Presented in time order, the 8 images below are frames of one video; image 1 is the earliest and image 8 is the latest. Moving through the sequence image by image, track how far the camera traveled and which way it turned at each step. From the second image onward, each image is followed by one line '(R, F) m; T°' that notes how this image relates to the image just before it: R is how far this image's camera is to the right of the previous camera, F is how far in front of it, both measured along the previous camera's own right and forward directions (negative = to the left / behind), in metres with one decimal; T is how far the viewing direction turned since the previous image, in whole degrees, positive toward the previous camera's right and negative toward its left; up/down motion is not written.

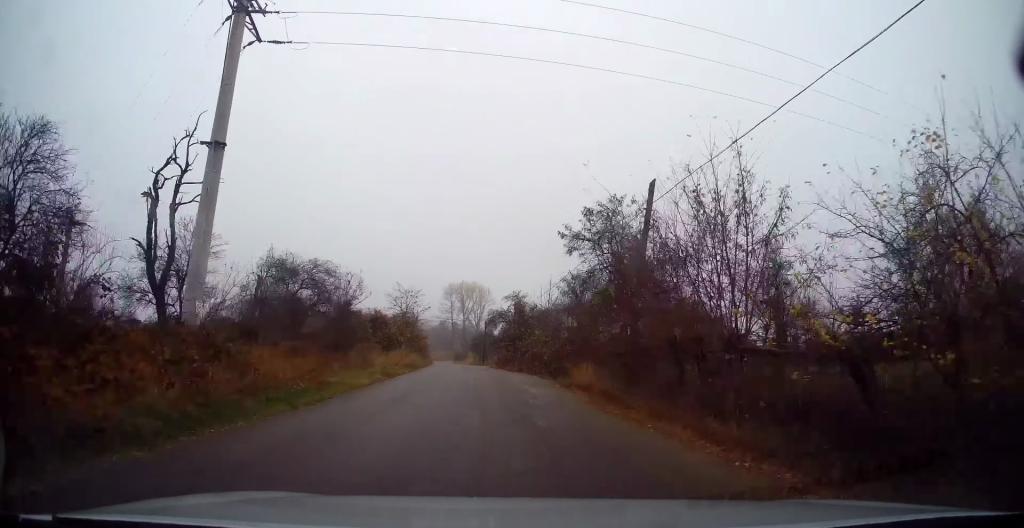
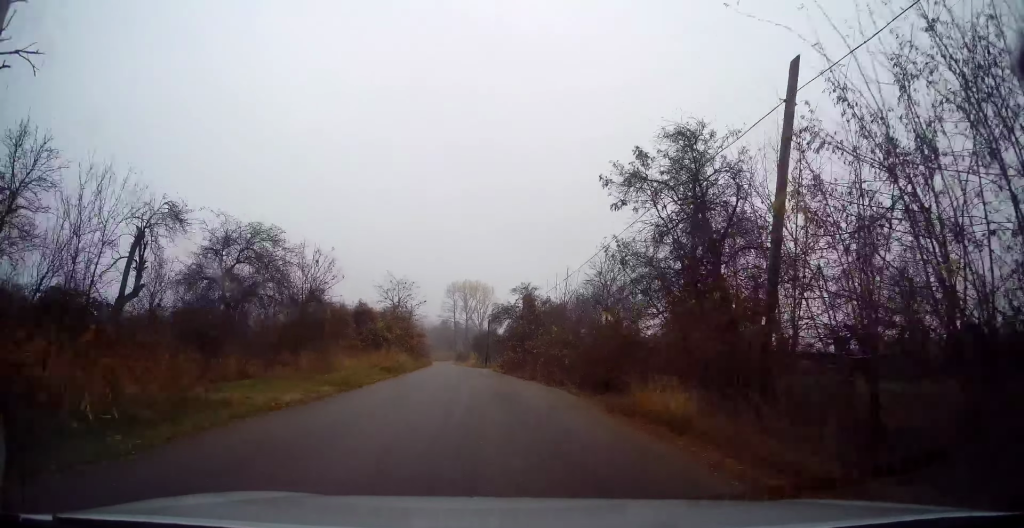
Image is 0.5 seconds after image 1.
(0.0, +7.2) m; -1°
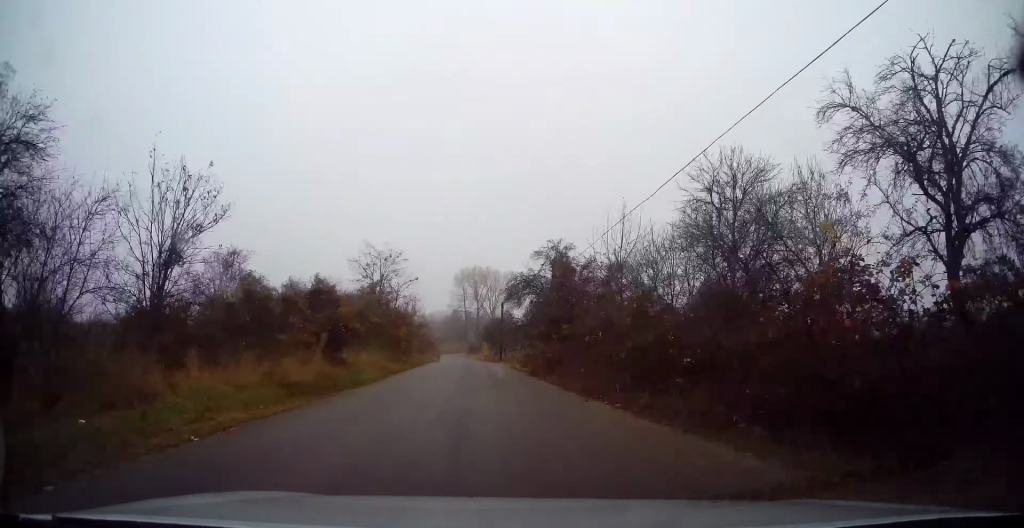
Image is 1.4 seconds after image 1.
(0.0, +13.1) m; -1°
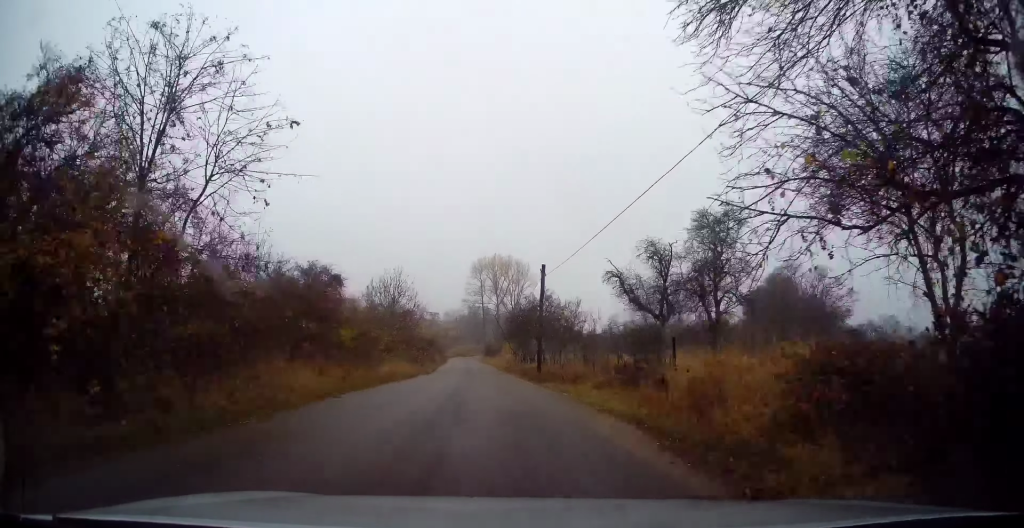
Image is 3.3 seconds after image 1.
(-0.4, +28.8) m; -3°
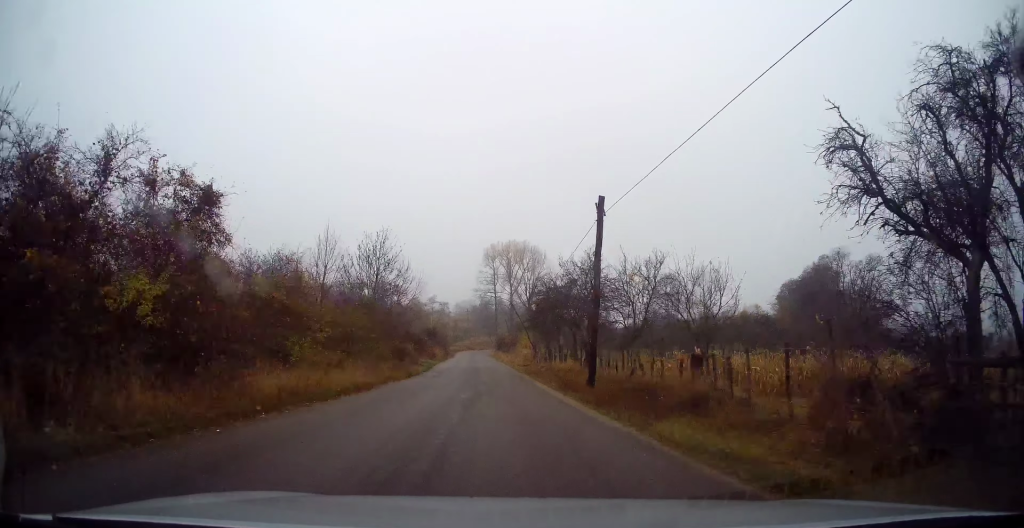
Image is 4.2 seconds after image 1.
(-0.4, +13.8) m; 0°
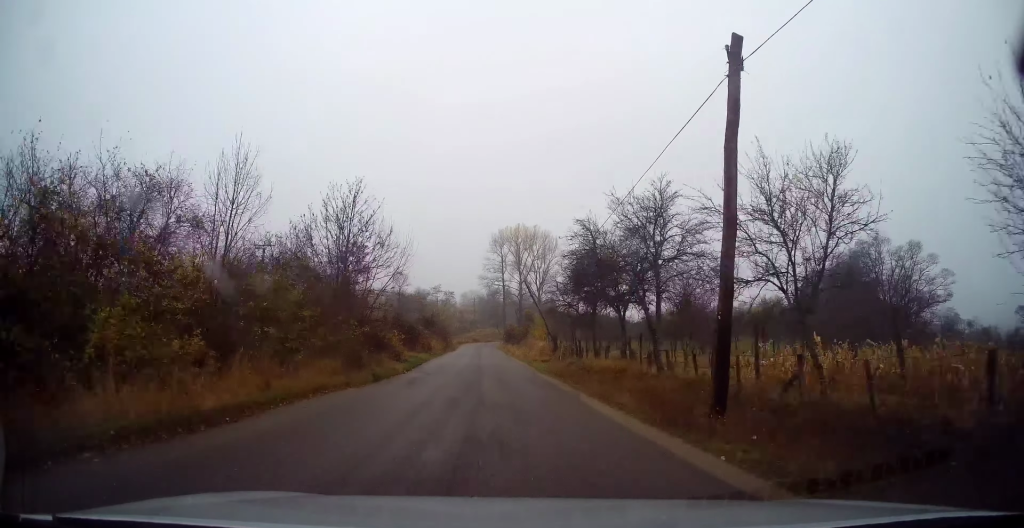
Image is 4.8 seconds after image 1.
(+0.2, +10.4) m; 0°
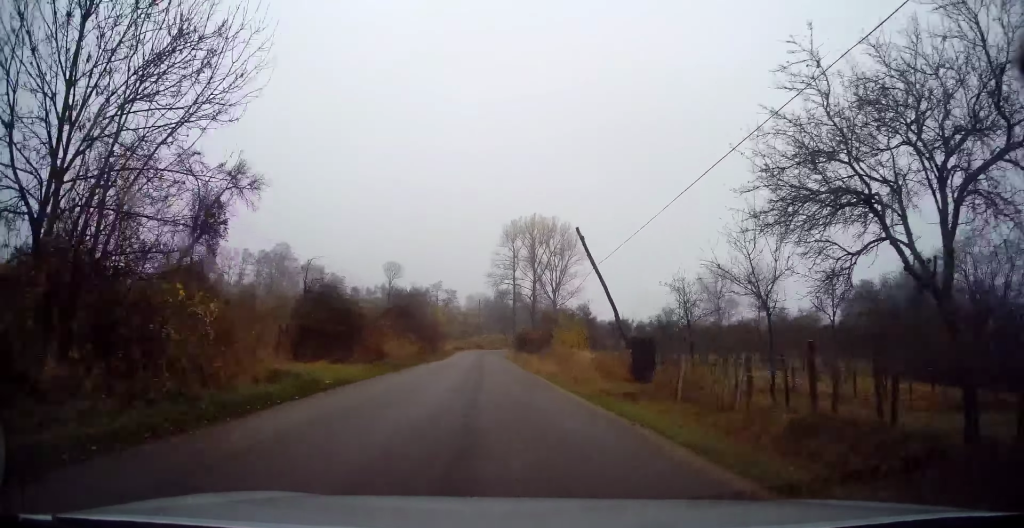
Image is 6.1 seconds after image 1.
(-0.3, +22.3) m; -1°
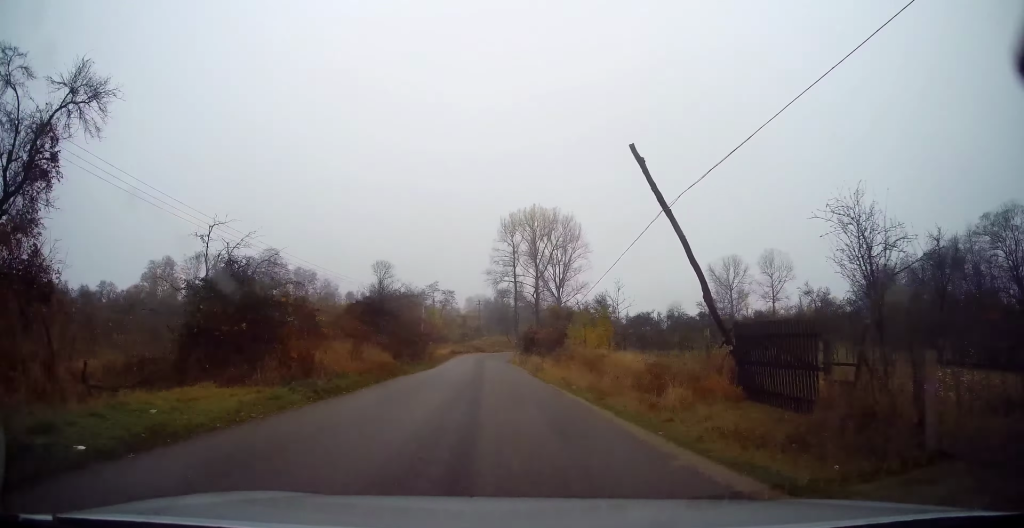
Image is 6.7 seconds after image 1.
(0.0, +9.1) m; 0°
